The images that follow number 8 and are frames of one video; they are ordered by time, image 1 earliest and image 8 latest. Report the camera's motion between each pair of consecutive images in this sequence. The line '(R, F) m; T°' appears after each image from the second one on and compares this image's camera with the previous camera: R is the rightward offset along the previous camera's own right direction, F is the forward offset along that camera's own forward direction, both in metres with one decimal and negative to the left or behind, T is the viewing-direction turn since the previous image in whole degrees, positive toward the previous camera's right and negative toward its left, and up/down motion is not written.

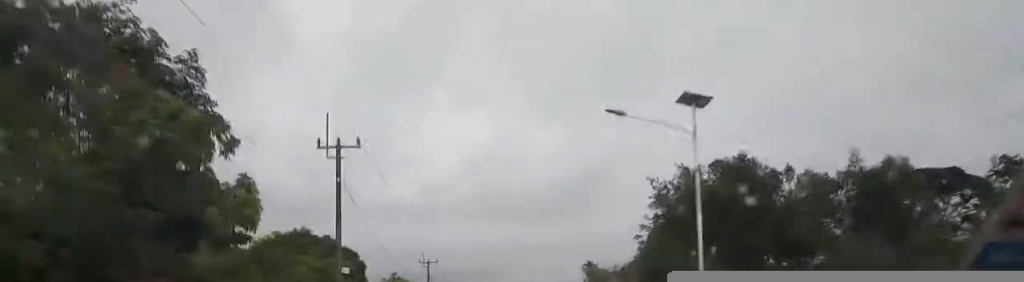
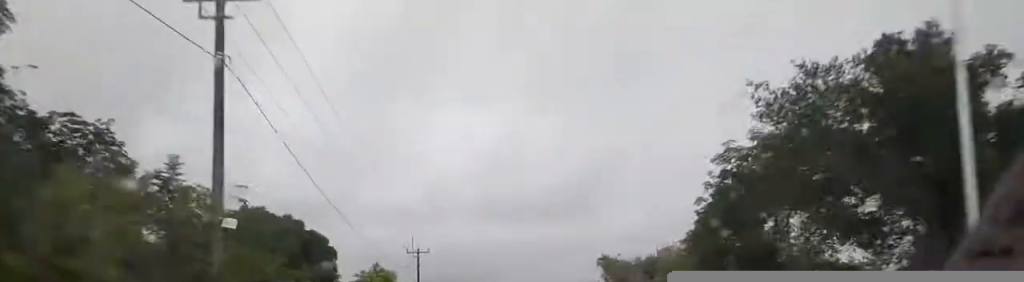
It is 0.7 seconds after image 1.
(-0.1, +14.1) m; 0°
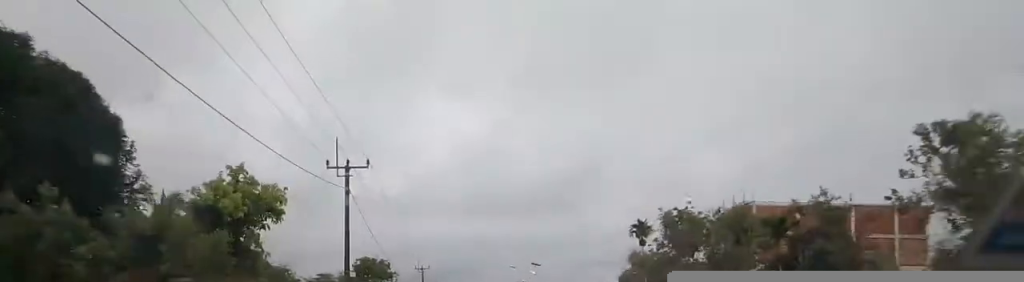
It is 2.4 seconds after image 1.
(+0.3, +33.4) m; +2°
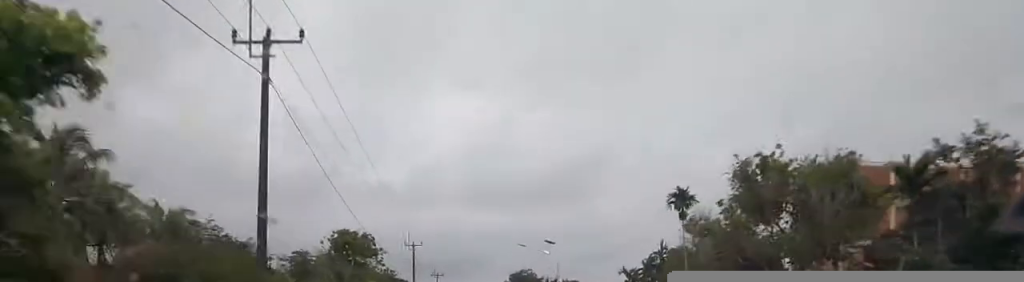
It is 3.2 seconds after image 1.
(+0.2, +14.7) m; +1°
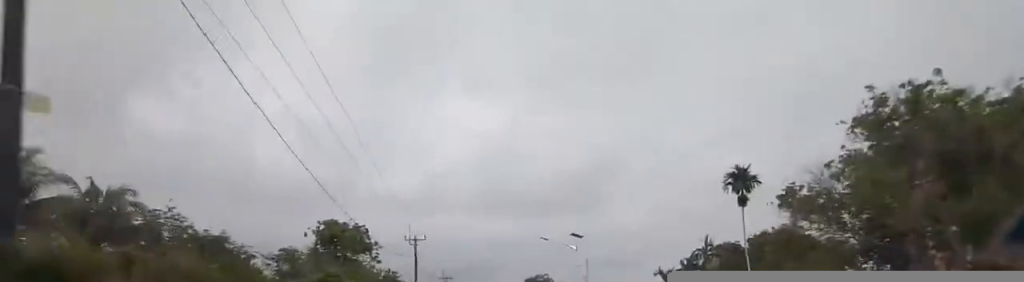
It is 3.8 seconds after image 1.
(+0.2, +11.7) m; 0°
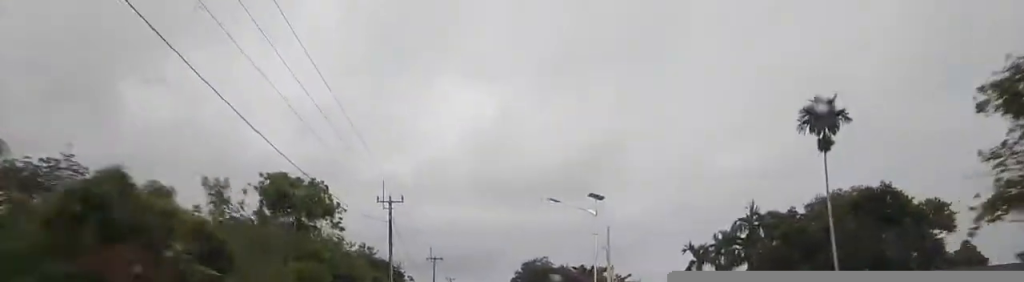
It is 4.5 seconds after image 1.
(-0.1, +12.7) m; -2°
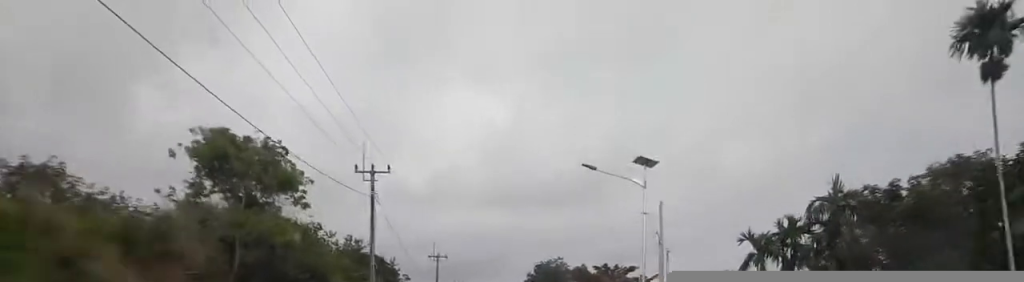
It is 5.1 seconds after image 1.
(-0.2, +11.1) m; -1°
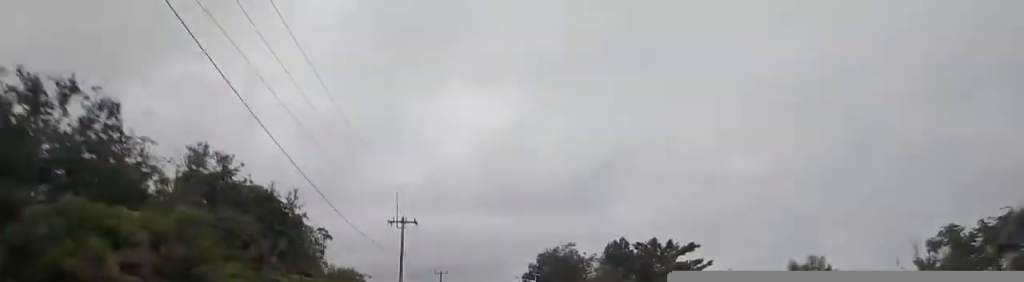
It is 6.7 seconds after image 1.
(-0.6, +29.4) m; 0°
